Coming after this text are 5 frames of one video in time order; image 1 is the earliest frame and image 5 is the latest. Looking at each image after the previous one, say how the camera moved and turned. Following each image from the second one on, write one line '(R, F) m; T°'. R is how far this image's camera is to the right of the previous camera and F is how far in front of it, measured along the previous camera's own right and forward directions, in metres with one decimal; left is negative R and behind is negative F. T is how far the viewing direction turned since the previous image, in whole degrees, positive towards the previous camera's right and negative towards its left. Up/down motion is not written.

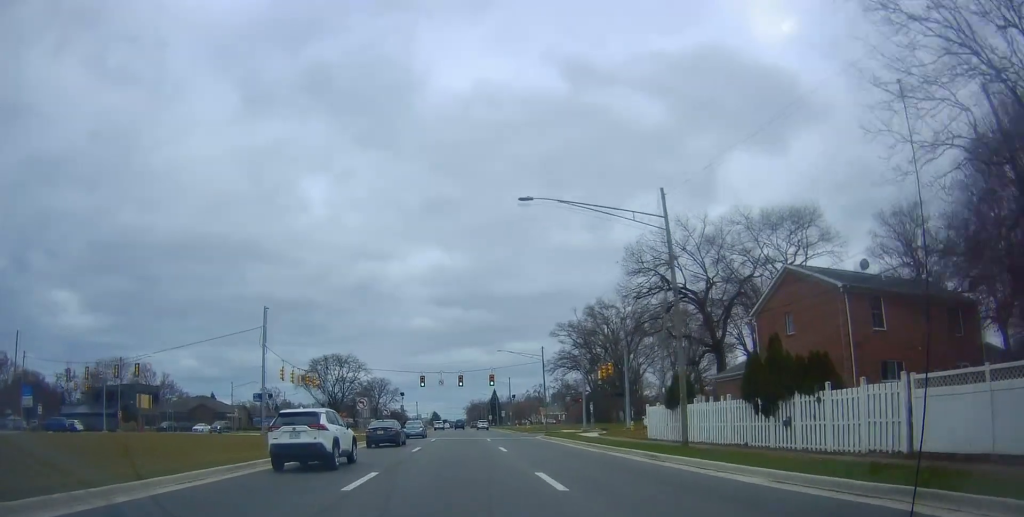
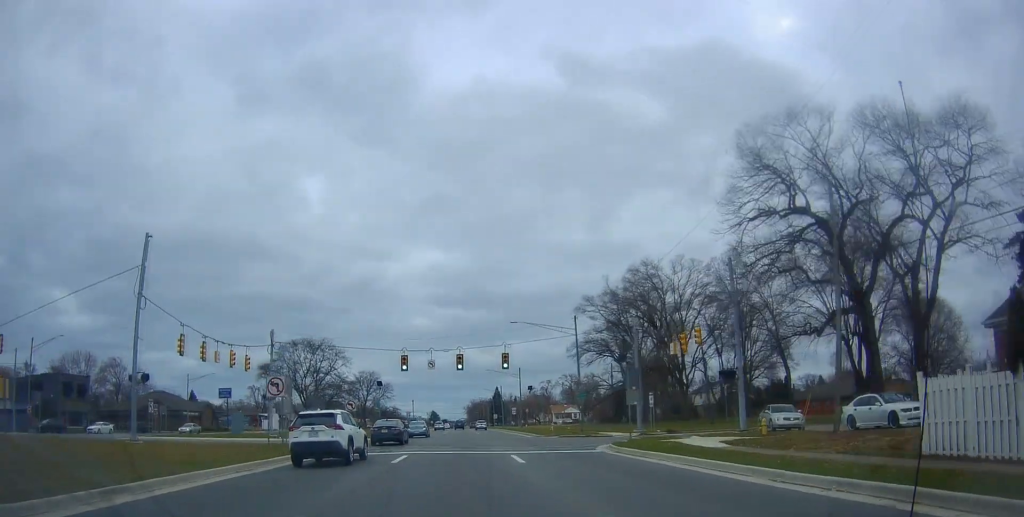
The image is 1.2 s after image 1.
(-0.8, +22.4) m; -1°
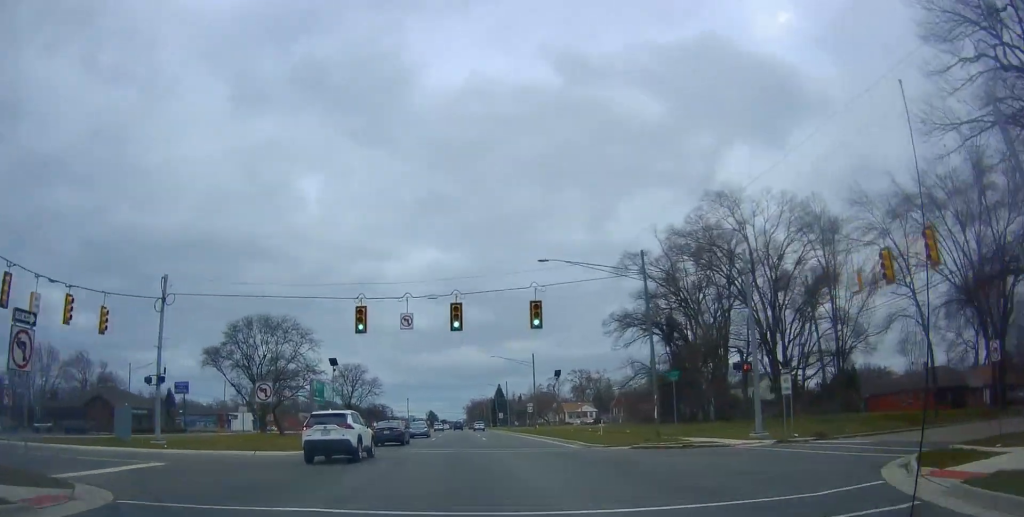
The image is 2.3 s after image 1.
(+0.7, +21.0) m; +1°
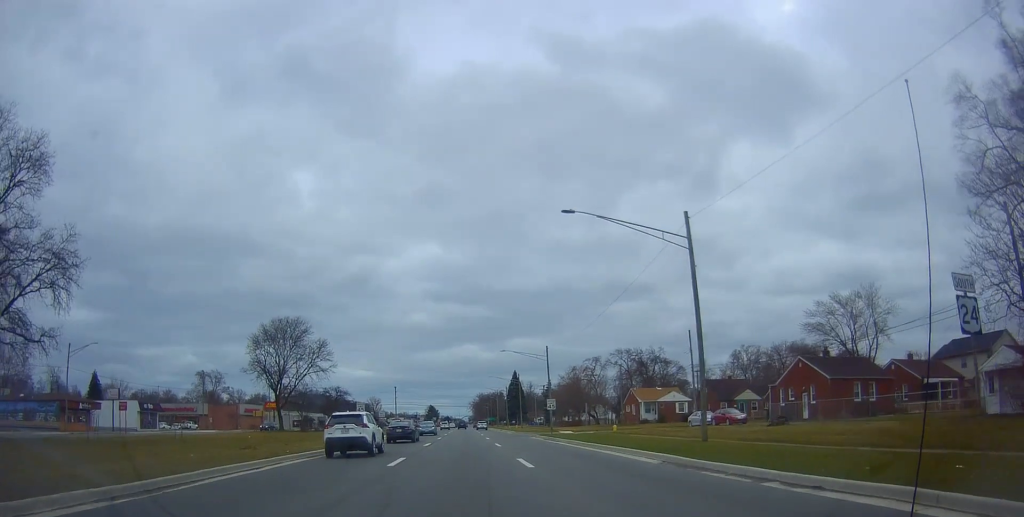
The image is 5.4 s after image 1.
(+0.5, +56.5) m; +1°
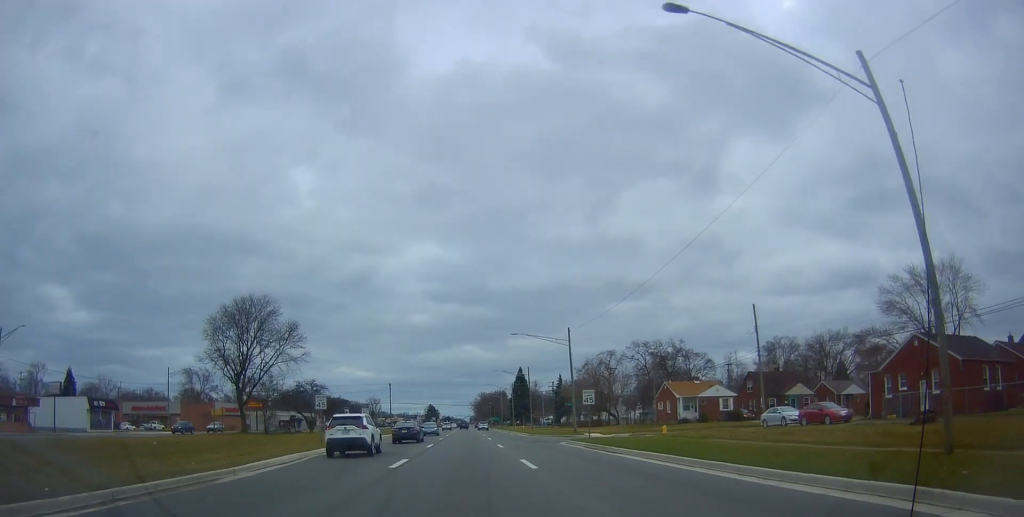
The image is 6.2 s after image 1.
(+0.1, +15.2) m; -2°
